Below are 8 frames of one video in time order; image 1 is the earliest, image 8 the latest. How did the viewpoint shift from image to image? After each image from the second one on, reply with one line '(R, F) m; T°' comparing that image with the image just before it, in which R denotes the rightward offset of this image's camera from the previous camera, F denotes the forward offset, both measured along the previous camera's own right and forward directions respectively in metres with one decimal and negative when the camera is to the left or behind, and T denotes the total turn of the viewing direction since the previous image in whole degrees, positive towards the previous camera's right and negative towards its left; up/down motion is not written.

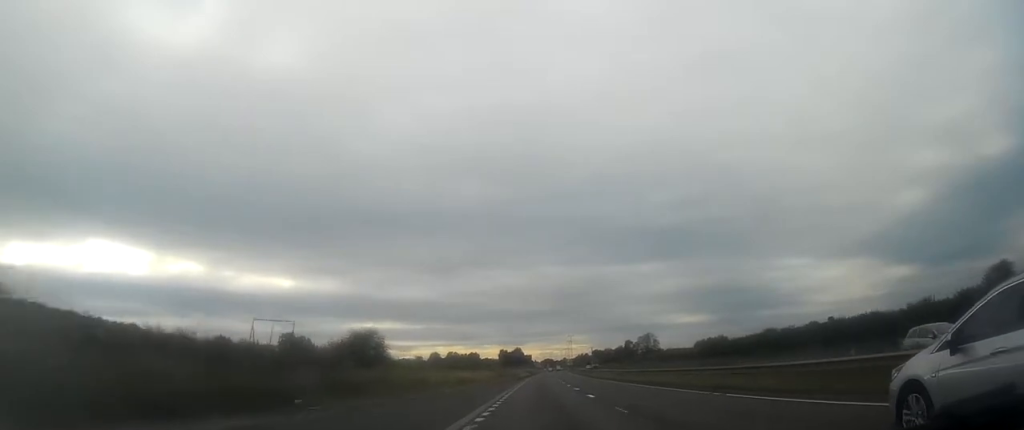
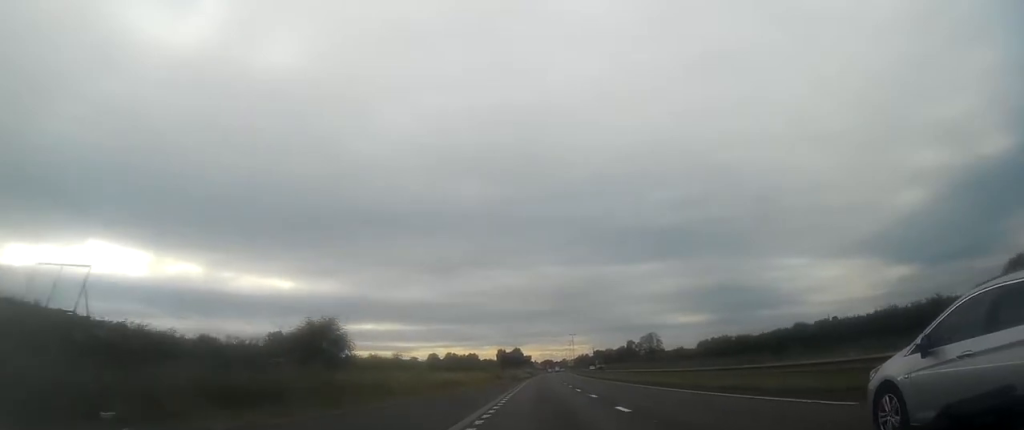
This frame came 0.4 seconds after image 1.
(-0.1, +8.4) m; 0°
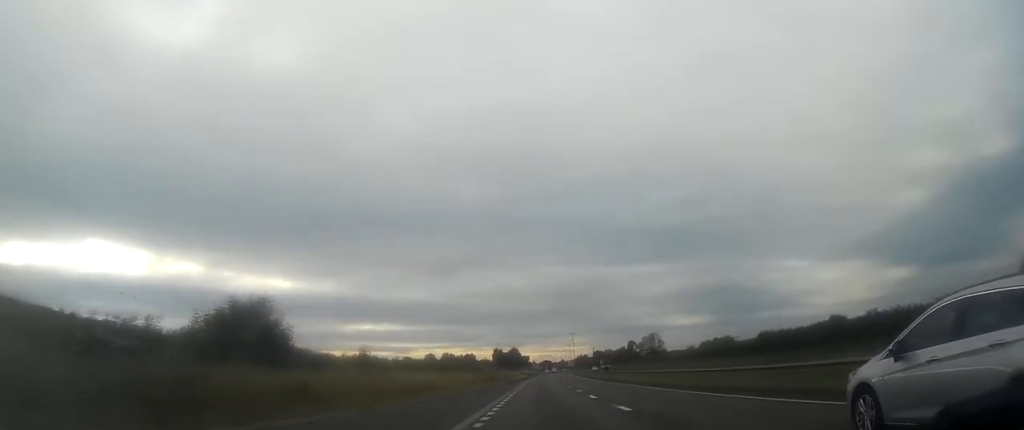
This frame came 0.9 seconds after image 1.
(0.0, +8.5) m; 0°
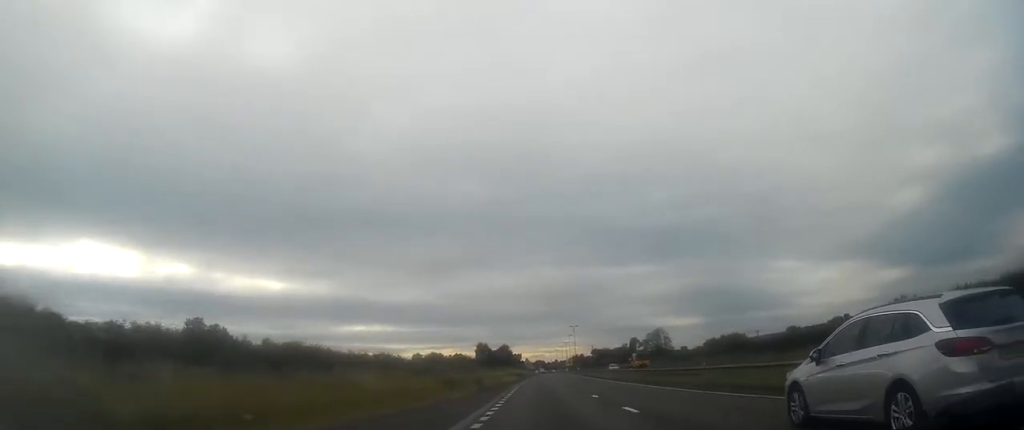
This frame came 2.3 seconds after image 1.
(0.0, +28.3) m; -1°
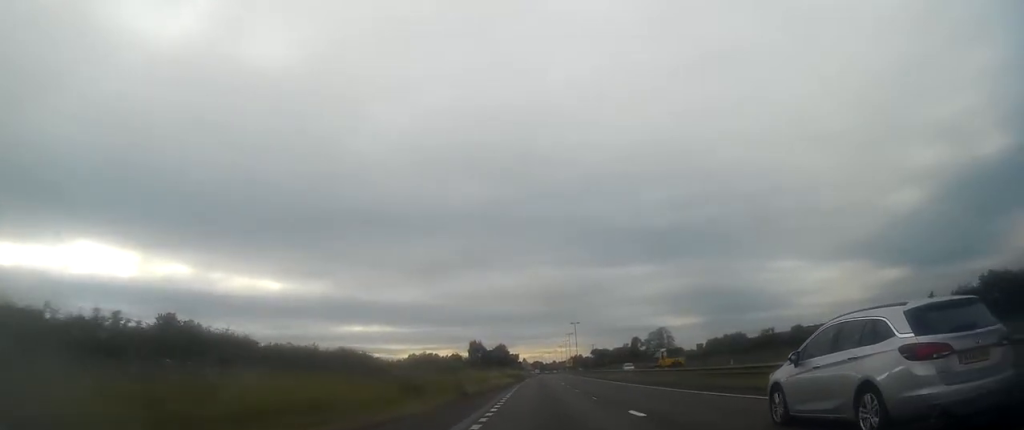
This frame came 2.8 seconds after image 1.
(-0.1, +9.9) m; 0°
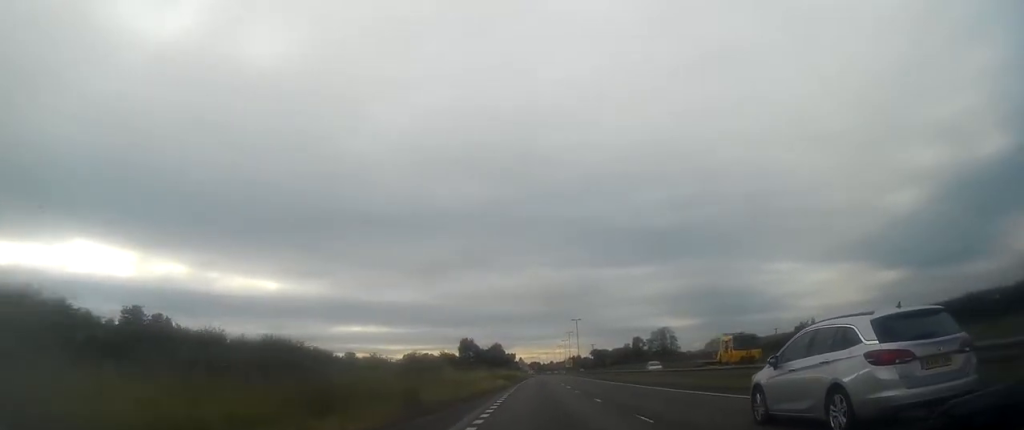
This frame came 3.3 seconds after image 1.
(0.0, +10.5) m; 0°
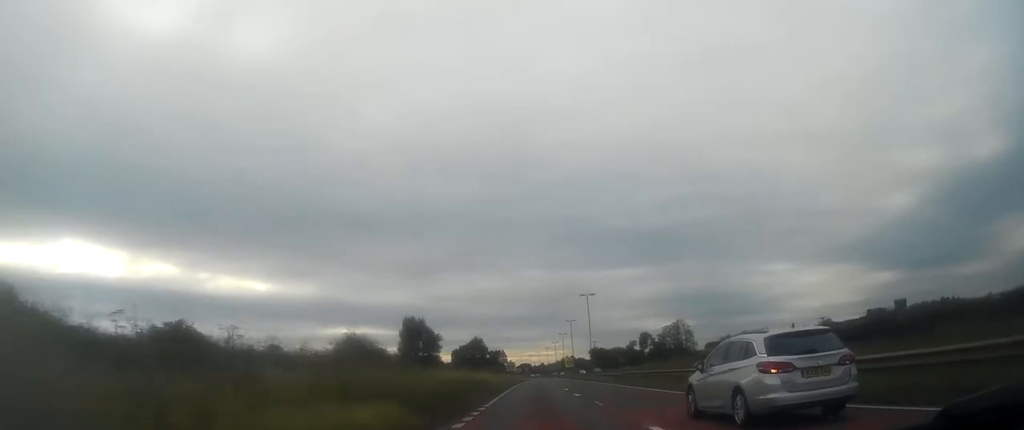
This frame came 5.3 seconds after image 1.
(+0.5, +38.5) m; +1°
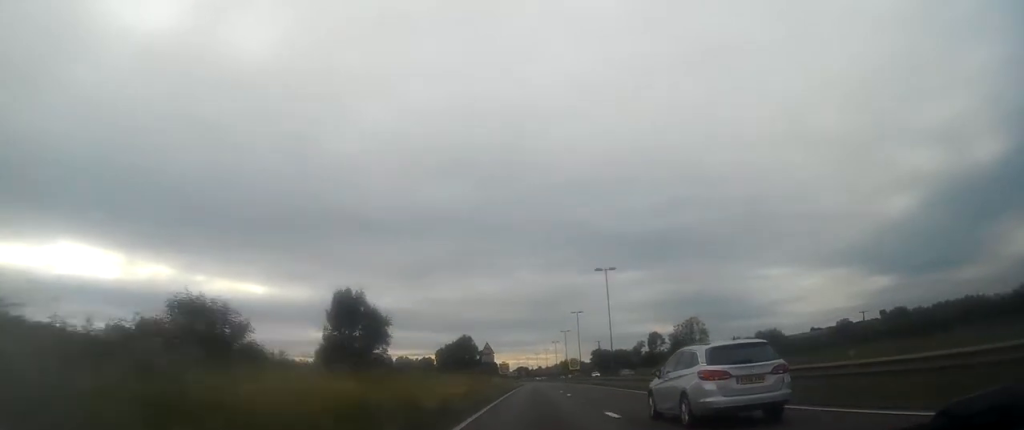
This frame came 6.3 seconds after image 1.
(+0.1, +21.4) m; 0°
